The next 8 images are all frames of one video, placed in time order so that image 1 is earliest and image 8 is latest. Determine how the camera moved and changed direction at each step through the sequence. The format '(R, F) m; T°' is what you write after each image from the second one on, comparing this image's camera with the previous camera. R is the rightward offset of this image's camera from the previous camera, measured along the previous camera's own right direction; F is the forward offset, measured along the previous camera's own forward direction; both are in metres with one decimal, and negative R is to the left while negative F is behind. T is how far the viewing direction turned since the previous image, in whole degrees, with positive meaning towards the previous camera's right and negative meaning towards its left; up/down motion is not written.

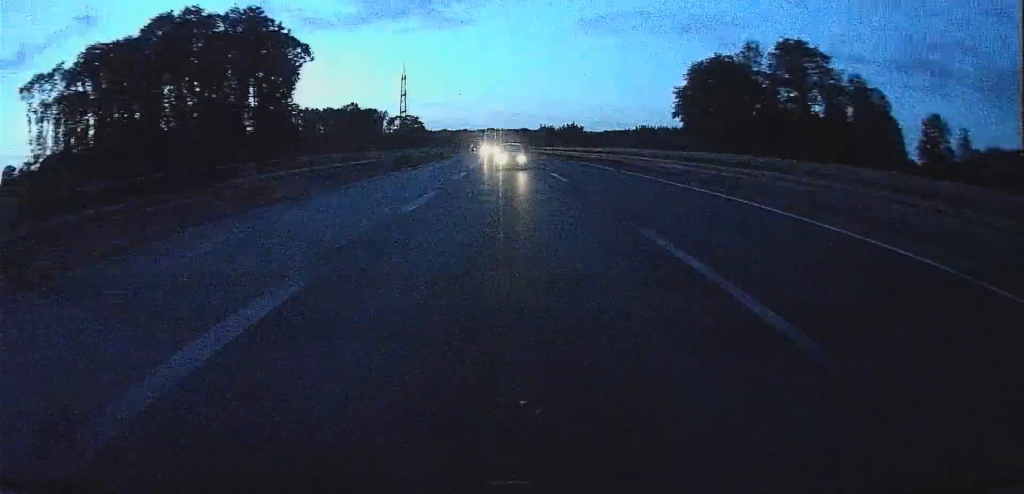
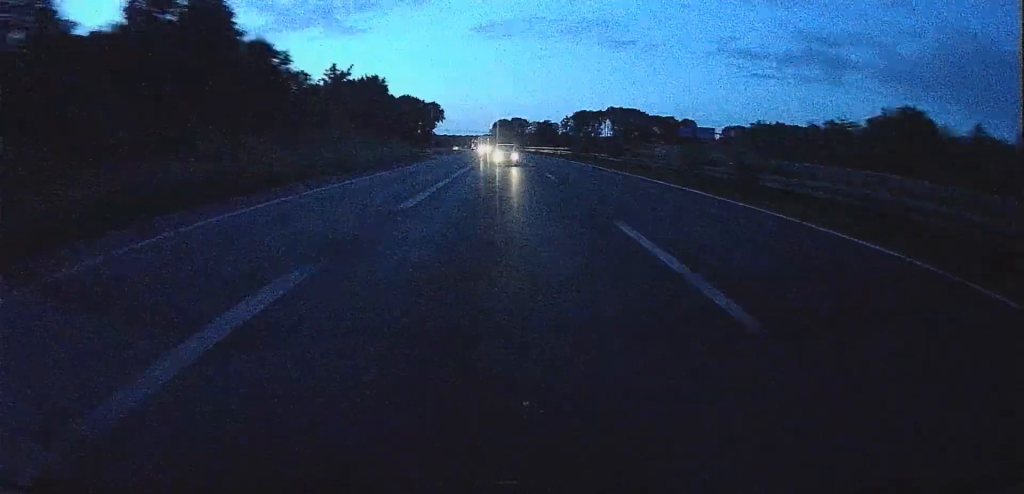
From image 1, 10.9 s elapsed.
(+26.6, +319.3) m; +7°
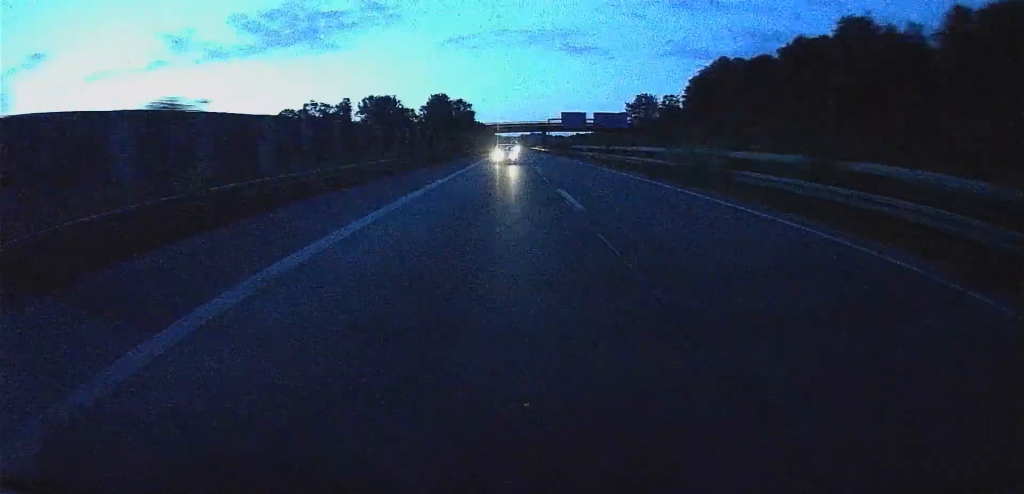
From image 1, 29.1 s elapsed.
(+18.0, +534.4) m; -1°
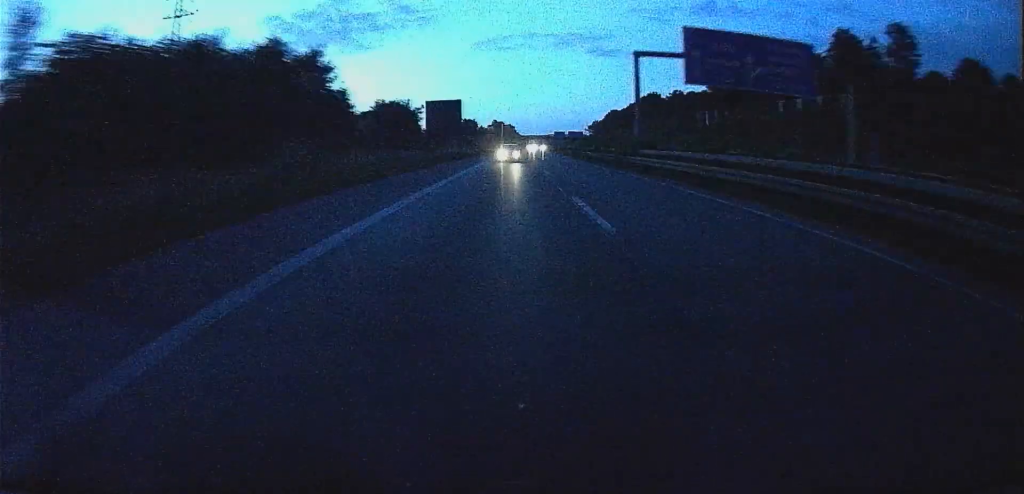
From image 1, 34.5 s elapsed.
(-6.1, +158.7) m; -4°
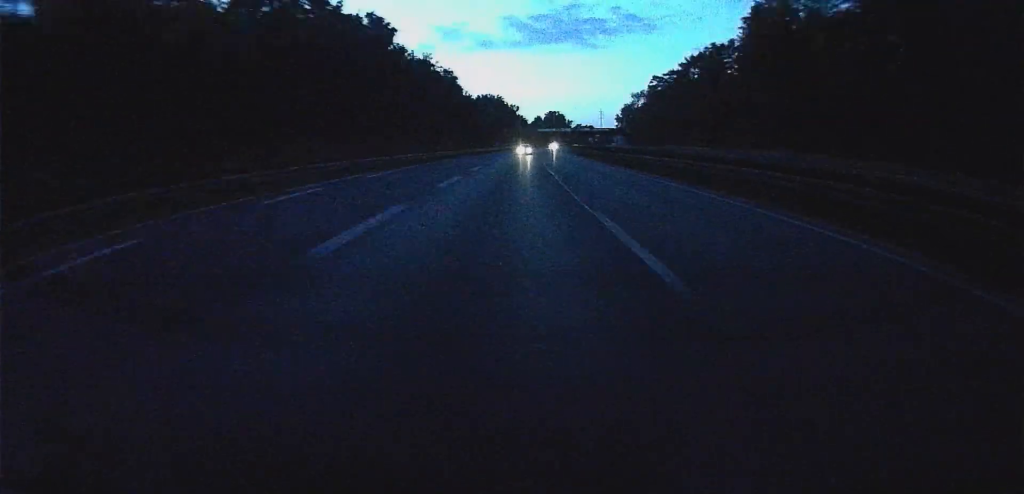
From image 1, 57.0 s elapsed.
(-116.3, +639.3) m; -22°
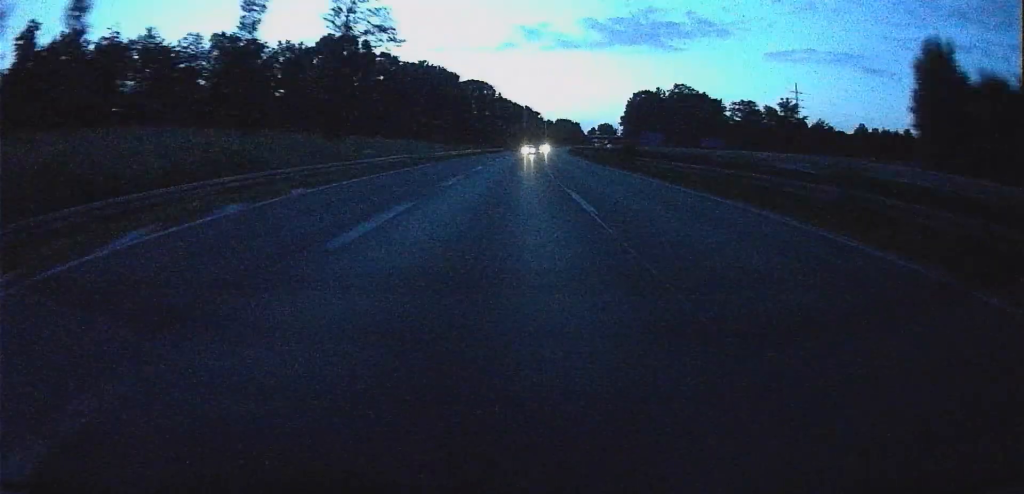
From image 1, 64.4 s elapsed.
(-10.2, +212.1) m; -8°
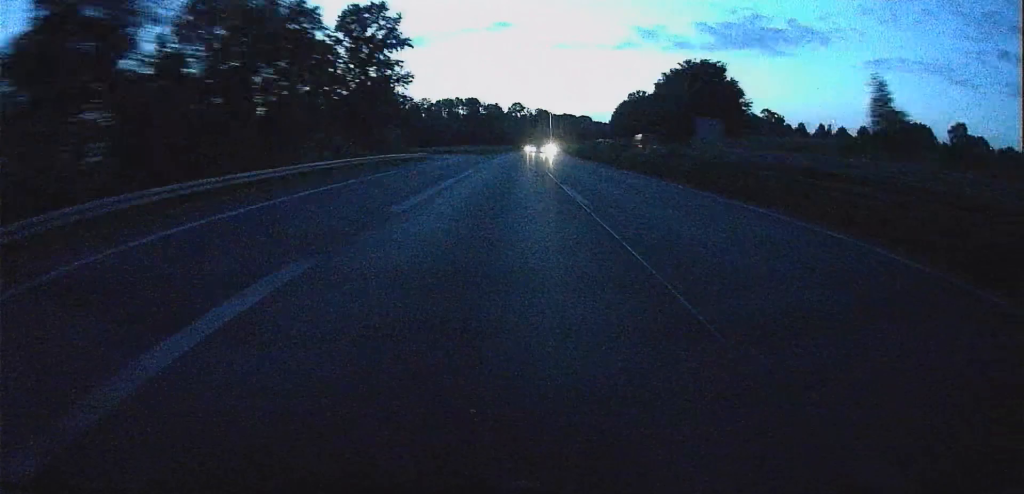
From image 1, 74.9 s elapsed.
(-31.6, +299.5) m; -8°
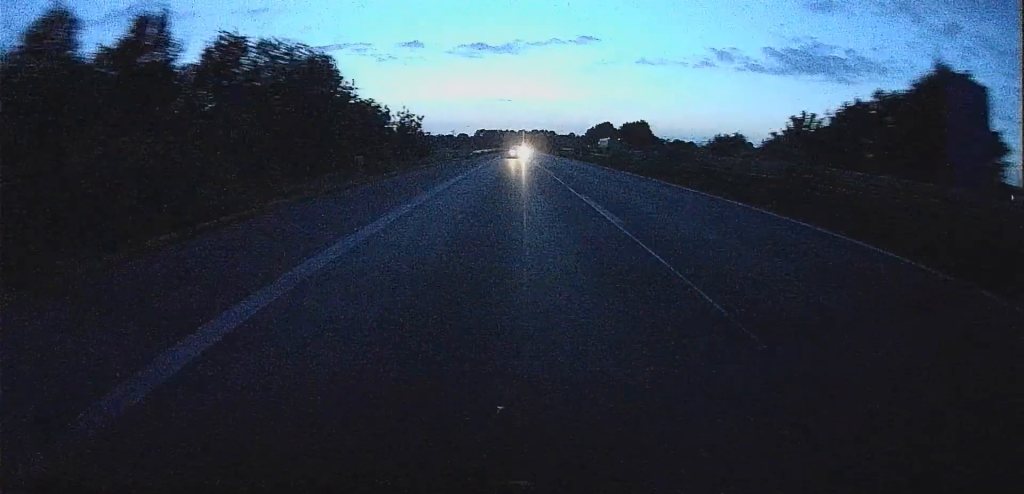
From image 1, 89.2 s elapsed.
(-25.1, +407.7) m; -4°
